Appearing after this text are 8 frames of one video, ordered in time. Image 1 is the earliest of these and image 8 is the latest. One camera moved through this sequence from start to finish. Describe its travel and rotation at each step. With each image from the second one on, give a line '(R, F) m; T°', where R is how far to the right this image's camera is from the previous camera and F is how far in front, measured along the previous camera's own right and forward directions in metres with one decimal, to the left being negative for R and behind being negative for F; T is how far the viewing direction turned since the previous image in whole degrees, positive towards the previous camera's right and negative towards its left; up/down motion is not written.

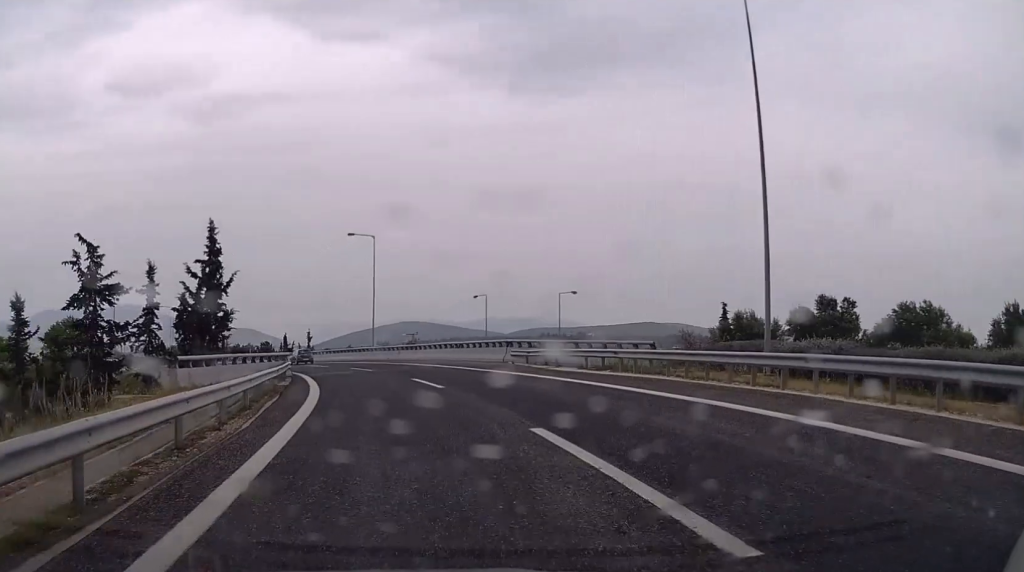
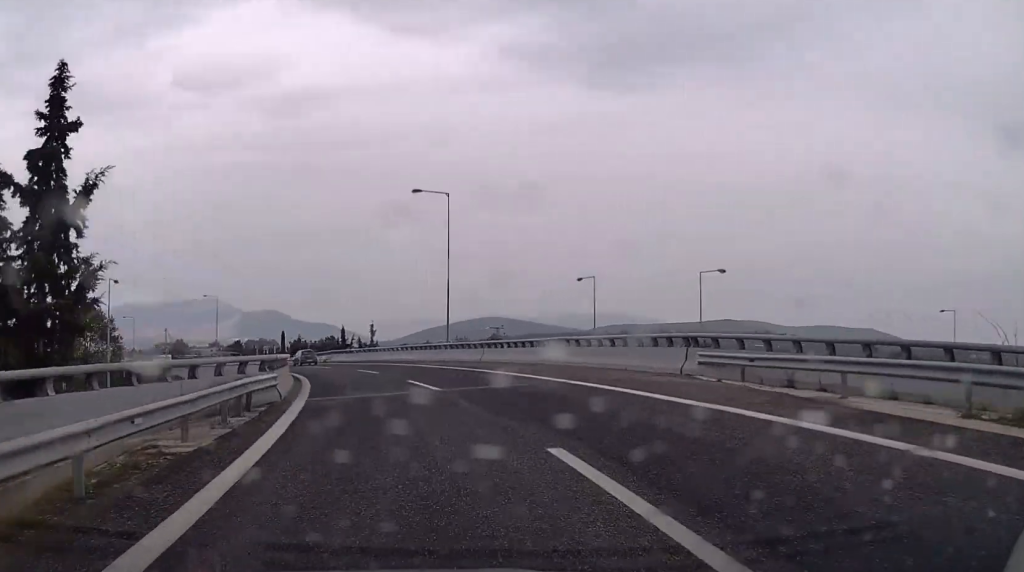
(-0.8, +19.8) m; -6°
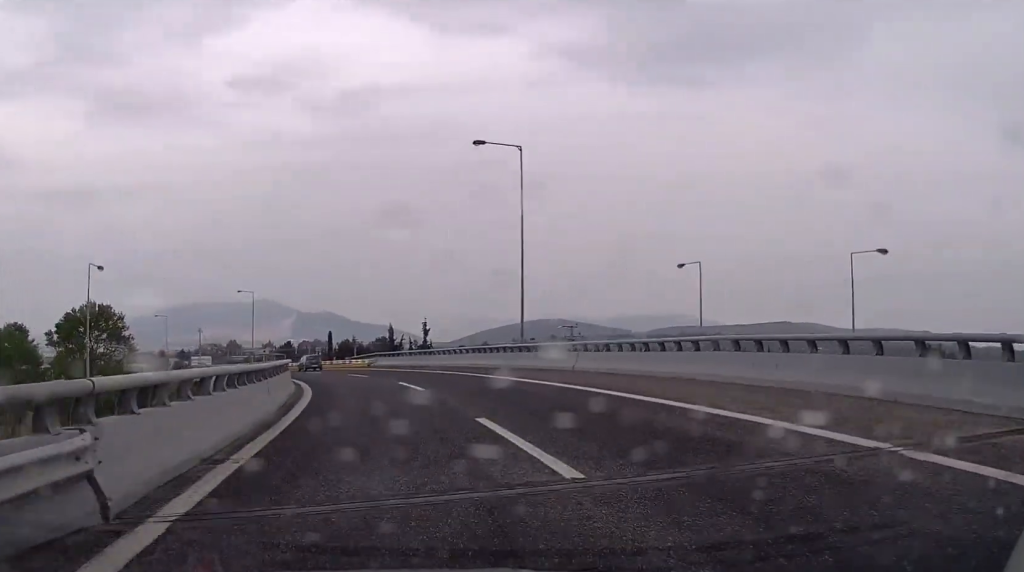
(-0.4, +13.9) m; -5°
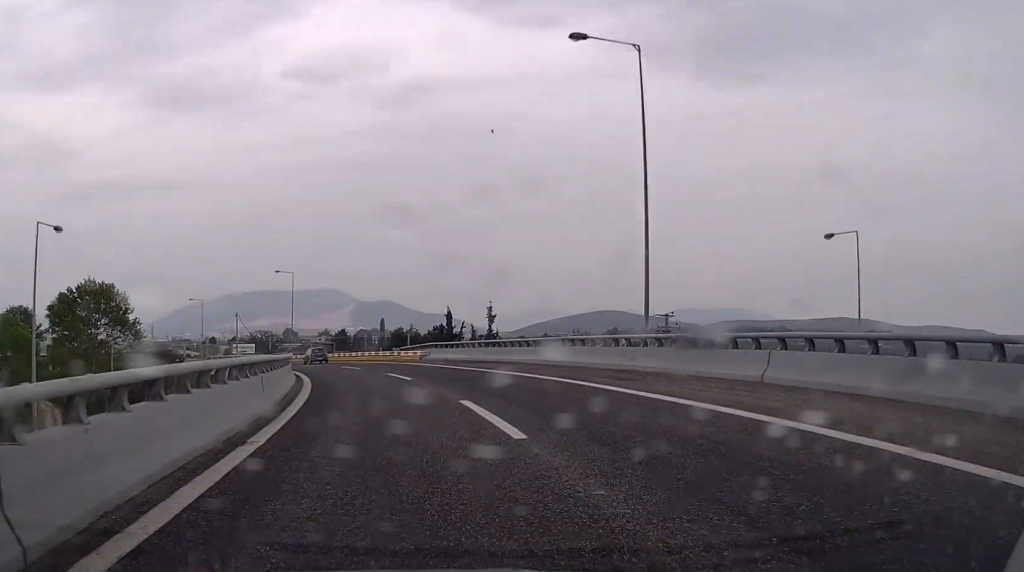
(-0.7, +13.6) m; -4°
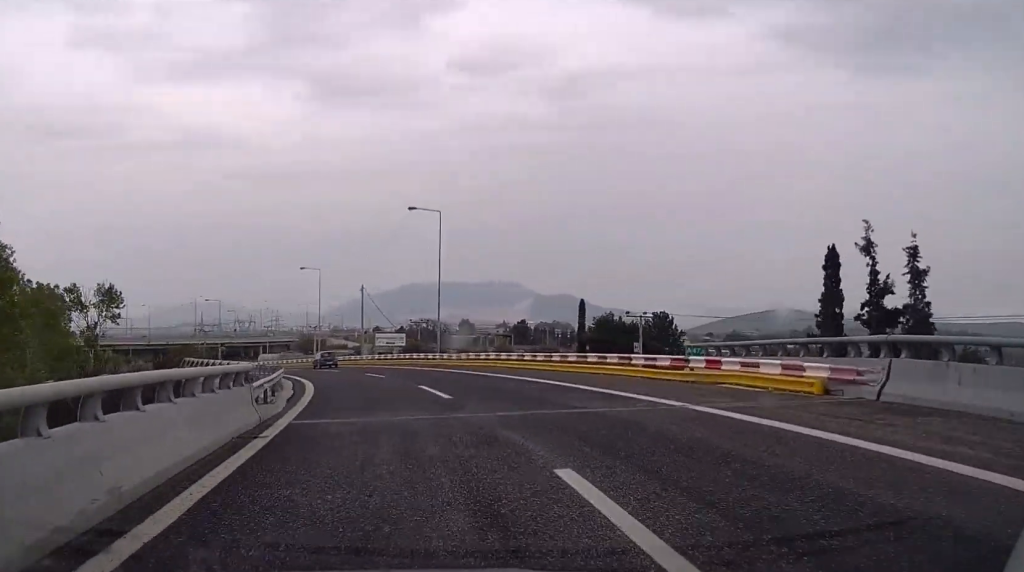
(-4.5, +43.7) m; -13°
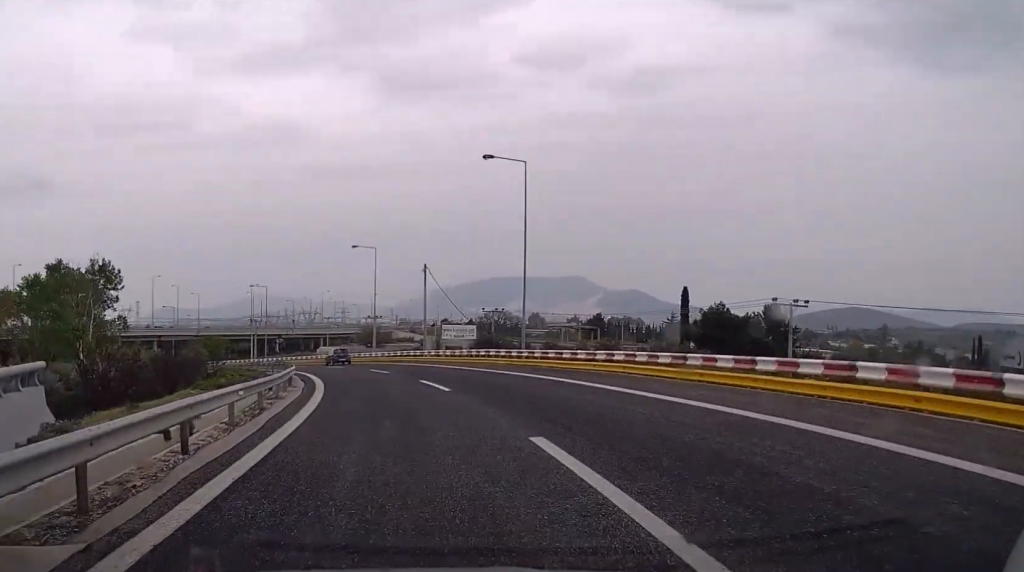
(-0.9, +16.1) m; -6°
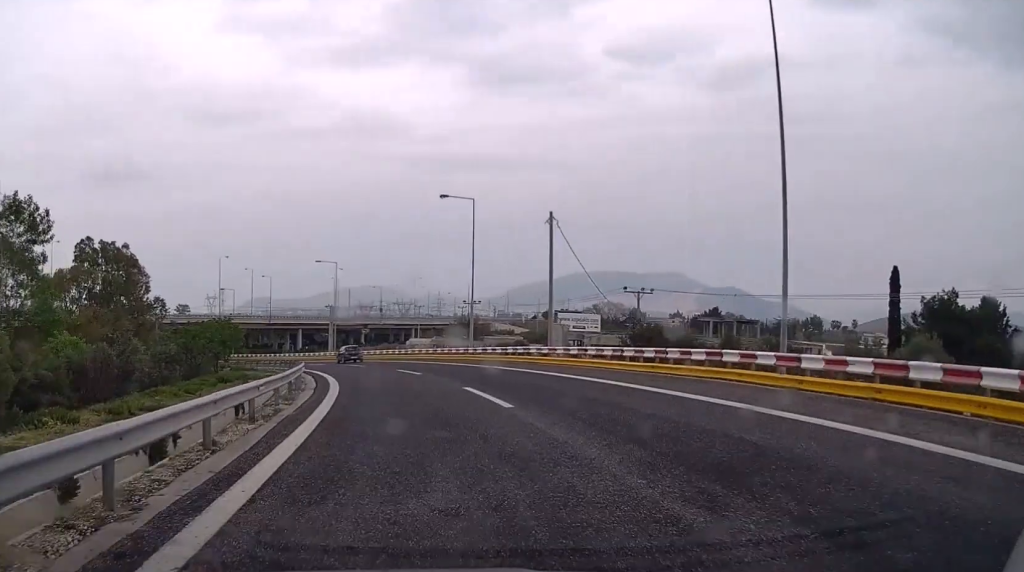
(-1.7, +24.1) m; -7°
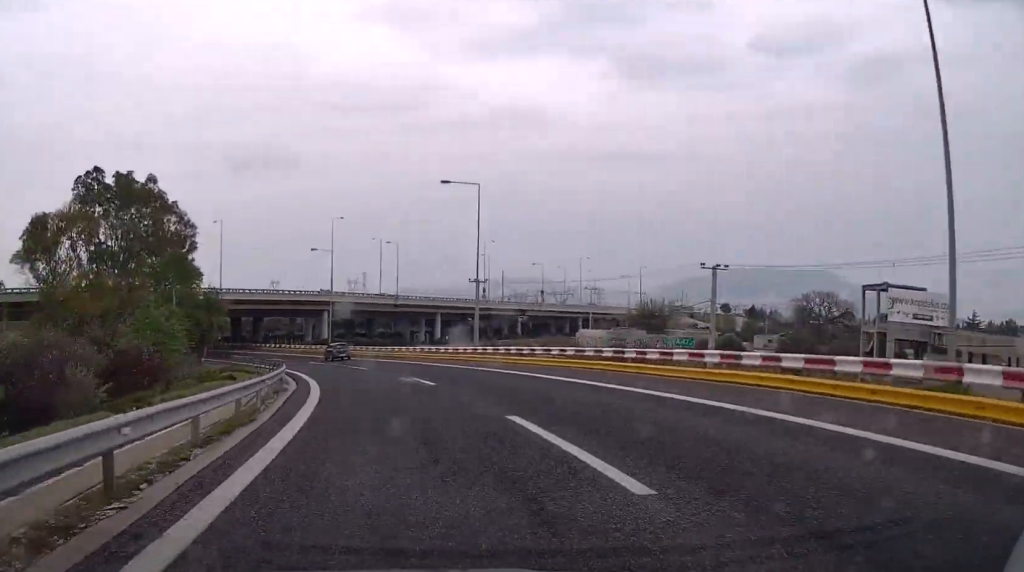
(-4.9, +44.1) m; -13°
